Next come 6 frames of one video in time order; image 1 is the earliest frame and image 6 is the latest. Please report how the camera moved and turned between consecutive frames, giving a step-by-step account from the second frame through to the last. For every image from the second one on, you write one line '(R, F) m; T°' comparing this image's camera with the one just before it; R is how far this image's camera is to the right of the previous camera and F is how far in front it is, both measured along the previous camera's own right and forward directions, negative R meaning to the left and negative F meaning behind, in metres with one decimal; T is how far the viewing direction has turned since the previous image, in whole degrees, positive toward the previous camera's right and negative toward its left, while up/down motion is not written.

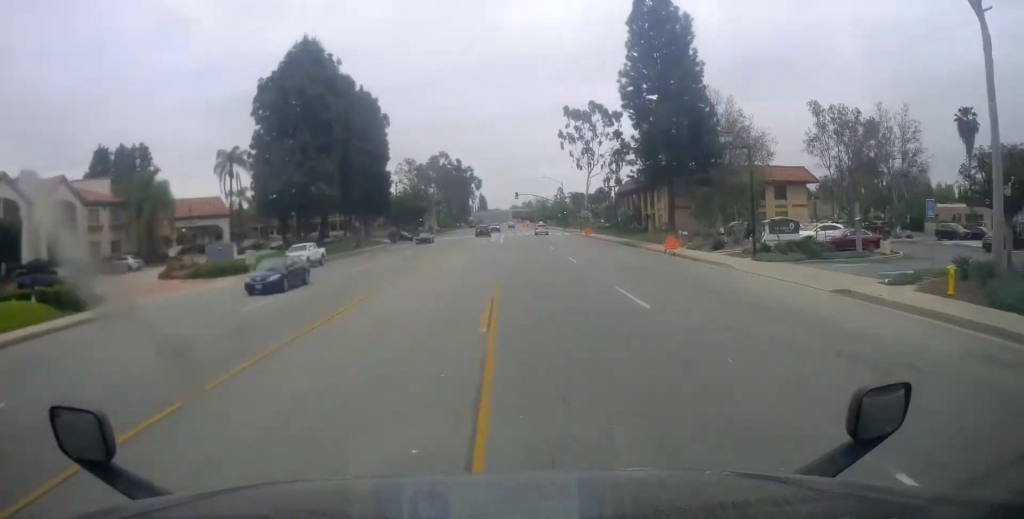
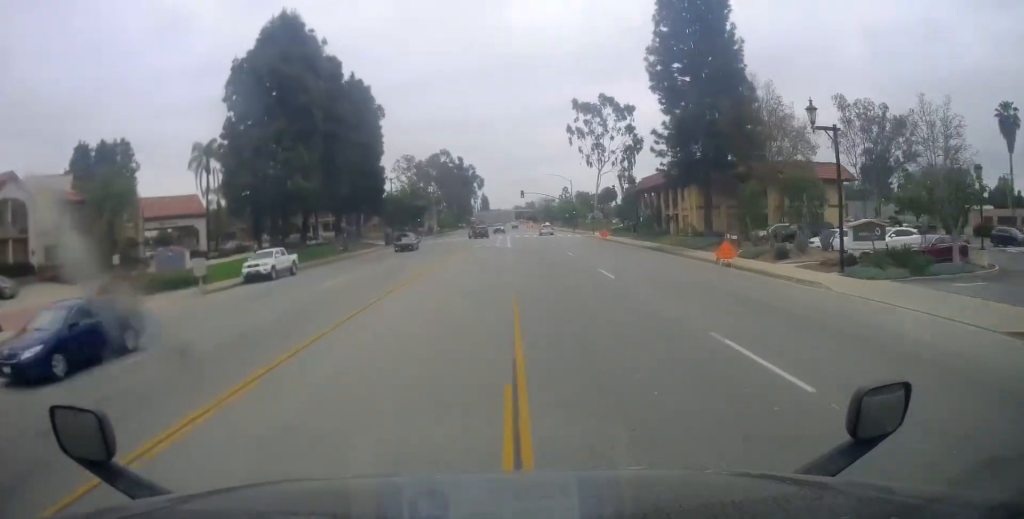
(+0.3, +8.0) m; 0°
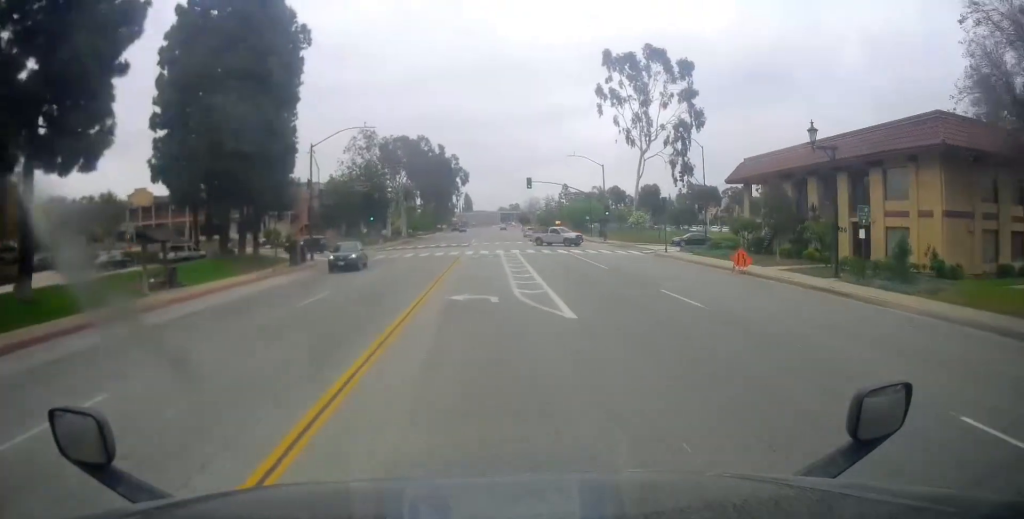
(-0.4, +36.0) m; 0°
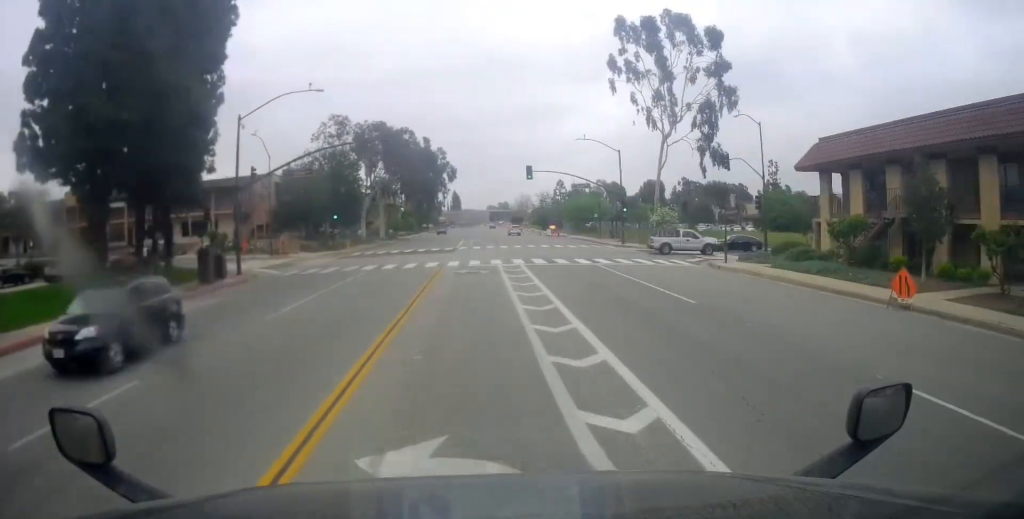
(+0.4, +13.8) m; 0°
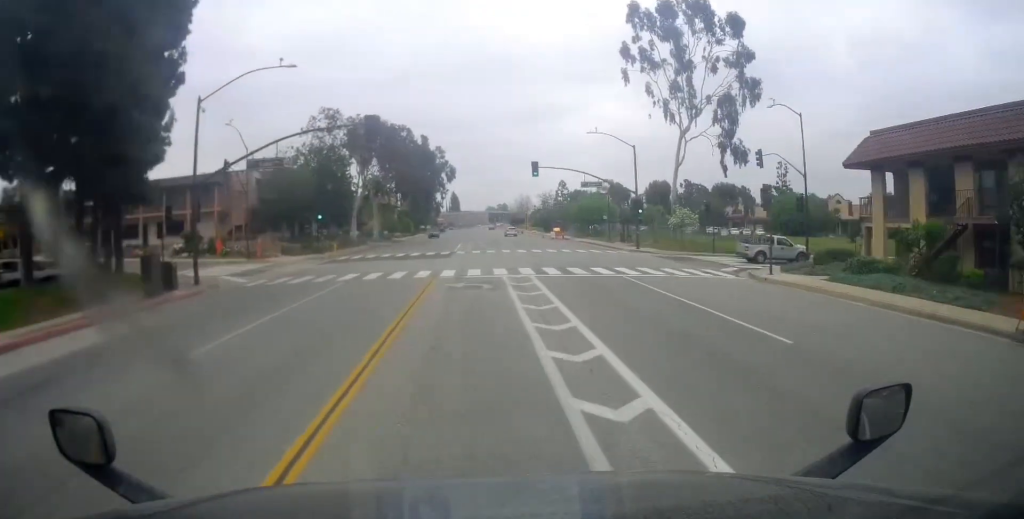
(-0.3, +5.7) m; 0°
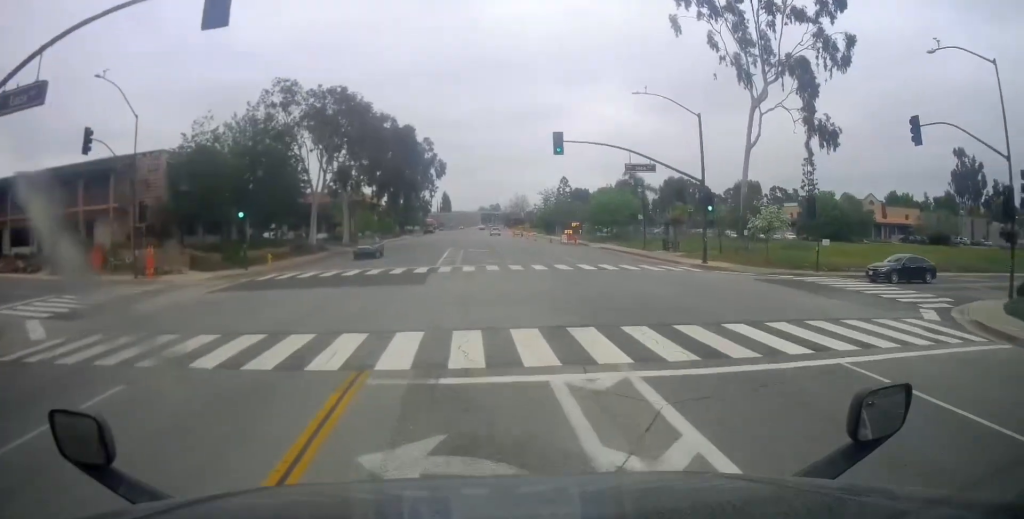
(+0.4, +17.5) m; +5°
